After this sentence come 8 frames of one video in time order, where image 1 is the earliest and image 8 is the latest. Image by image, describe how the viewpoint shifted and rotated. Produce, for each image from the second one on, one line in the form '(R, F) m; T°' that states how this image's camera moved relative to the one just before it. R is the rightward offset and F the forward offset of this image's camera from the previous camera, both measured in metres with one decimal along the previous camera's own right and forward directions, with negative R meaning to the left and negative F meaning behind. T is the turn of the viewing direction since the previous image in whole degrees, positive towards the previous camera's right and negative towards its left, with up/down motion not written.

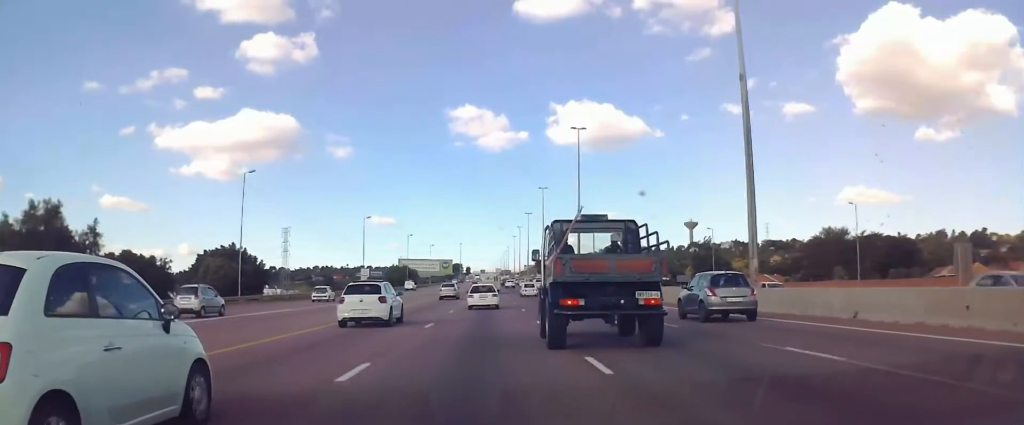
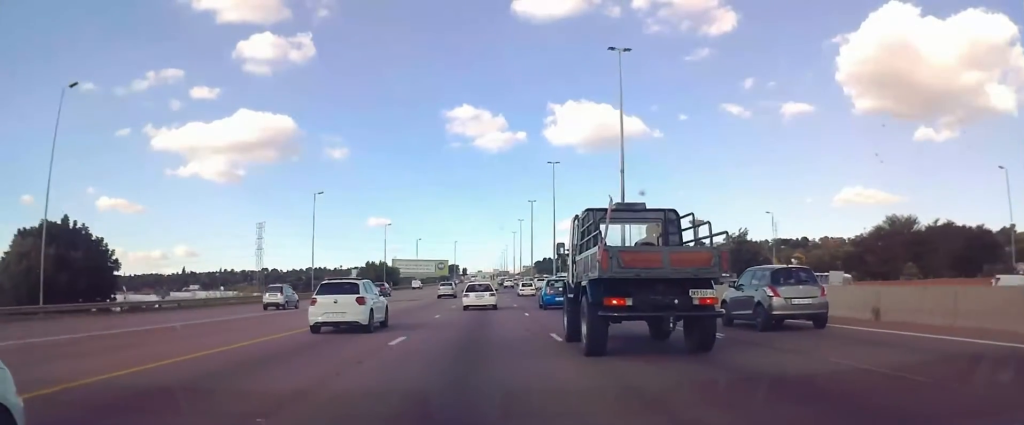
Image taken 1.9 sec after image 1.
(0.0, +30.6) m; 0°
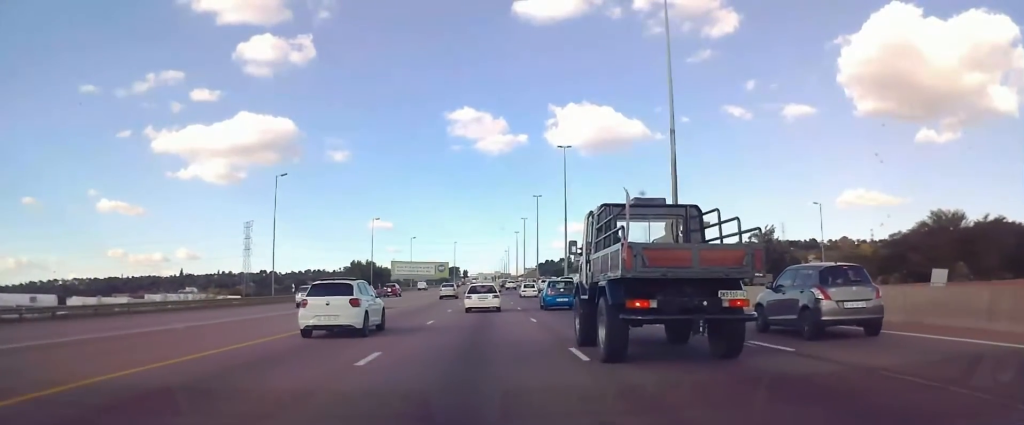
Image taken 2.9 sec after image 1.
(0.0, +15.8) m; 0°
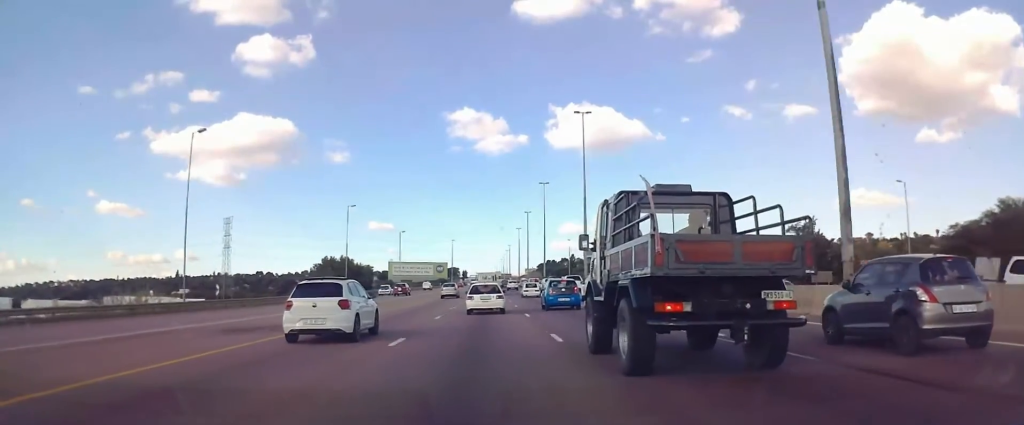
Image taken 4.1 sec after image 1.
(0.0, +20.1) m; -1°
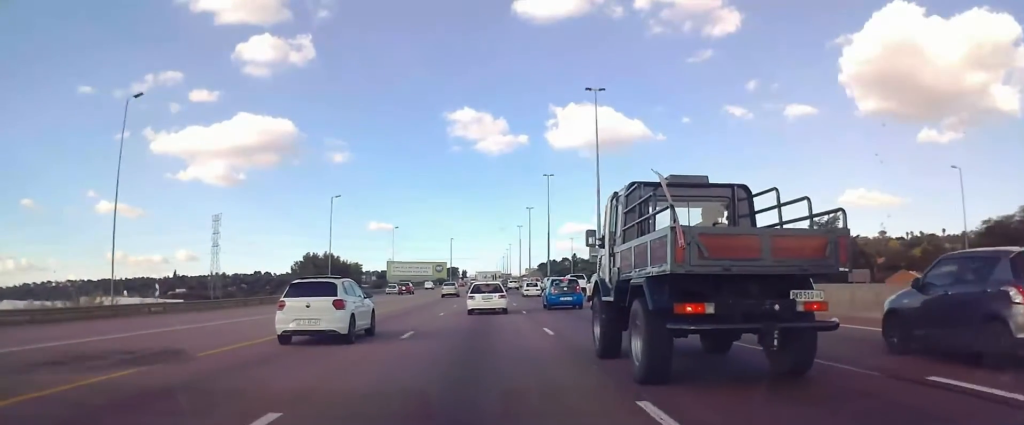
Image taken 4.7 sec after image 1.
(+0.1, +9.8) m; -1°
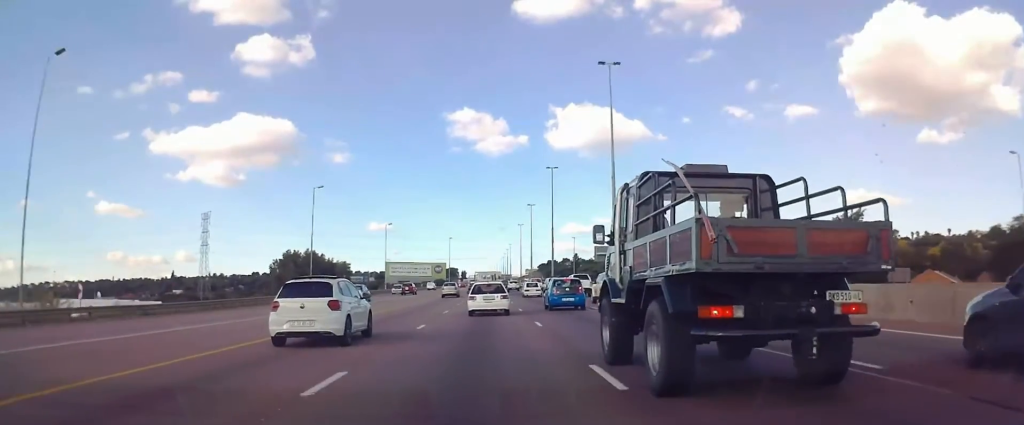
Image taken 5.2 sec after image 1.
(-0.2, +8.8) m; 0°
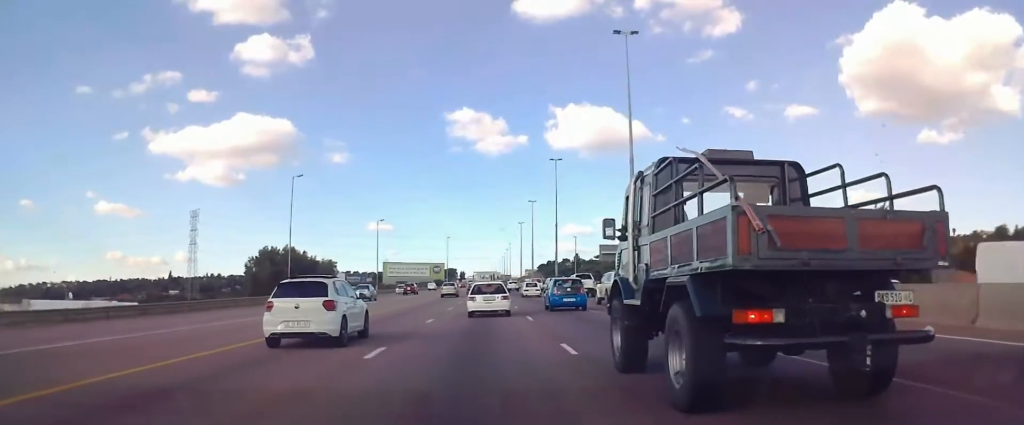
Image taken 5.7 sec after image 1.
(-0.1, +8.3) m; 0°
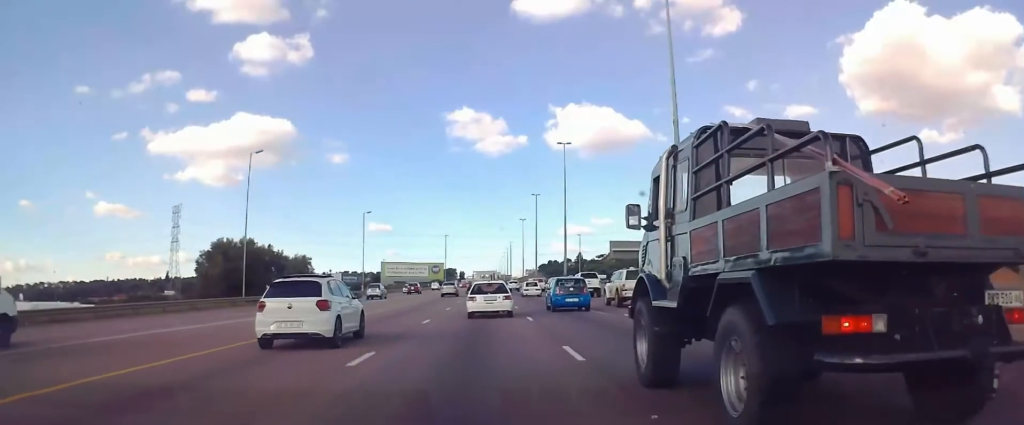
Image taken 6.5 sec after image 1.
(+0.3, +13.2) m; +1°
